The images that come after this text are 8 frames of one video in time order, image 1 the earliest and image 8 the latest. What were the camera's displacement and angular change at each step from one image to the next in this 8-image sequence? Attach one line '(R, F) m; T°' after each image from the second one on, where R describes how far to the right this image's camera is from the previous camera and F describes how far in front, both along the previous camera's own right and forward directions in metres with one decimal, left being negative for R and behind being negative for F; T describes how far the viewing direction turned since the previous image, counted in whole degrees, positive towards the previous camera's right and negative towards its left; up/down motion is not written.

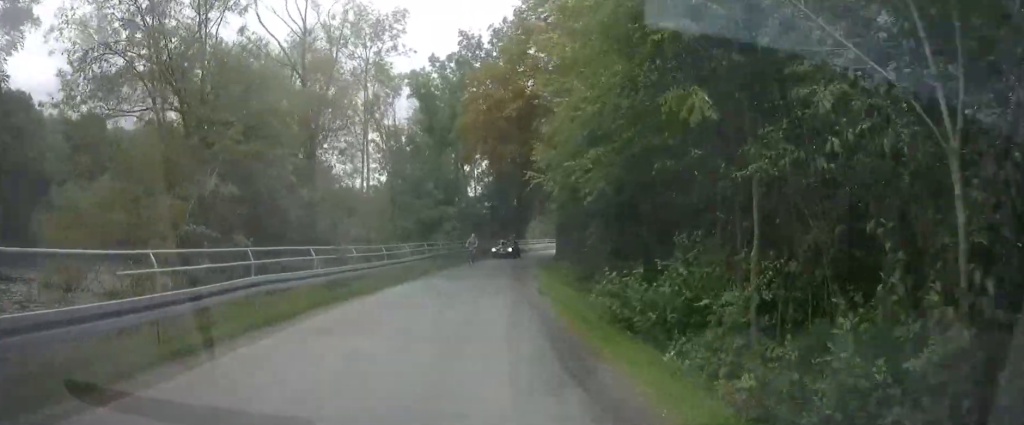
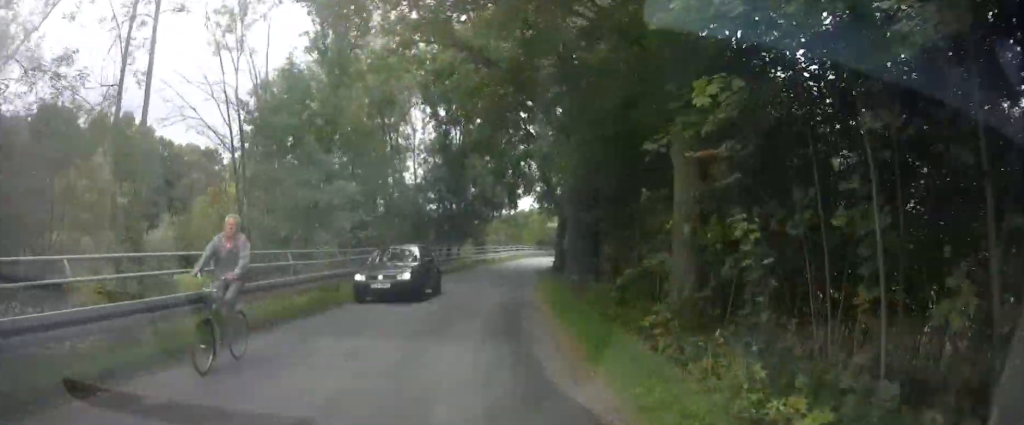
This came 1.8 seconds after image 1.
(+0.8, +20.5) m; +4°
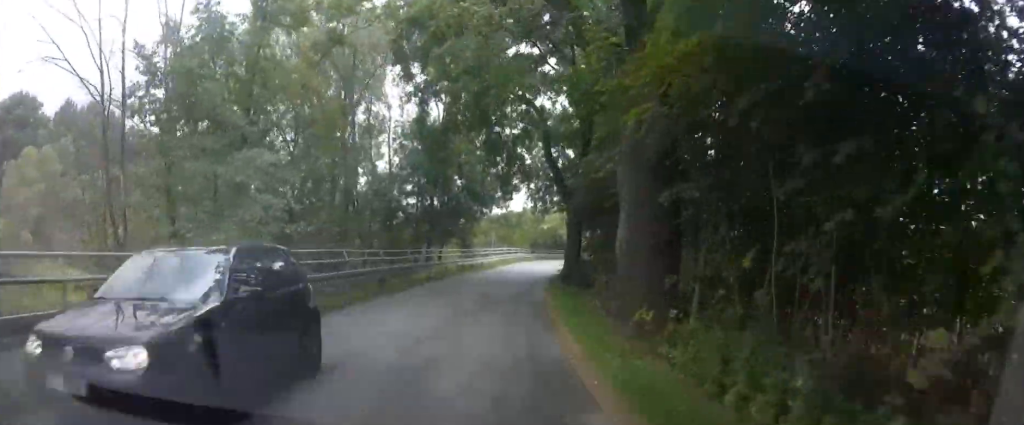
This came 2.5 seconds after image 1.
(+0.1, +7.8) m; +1°
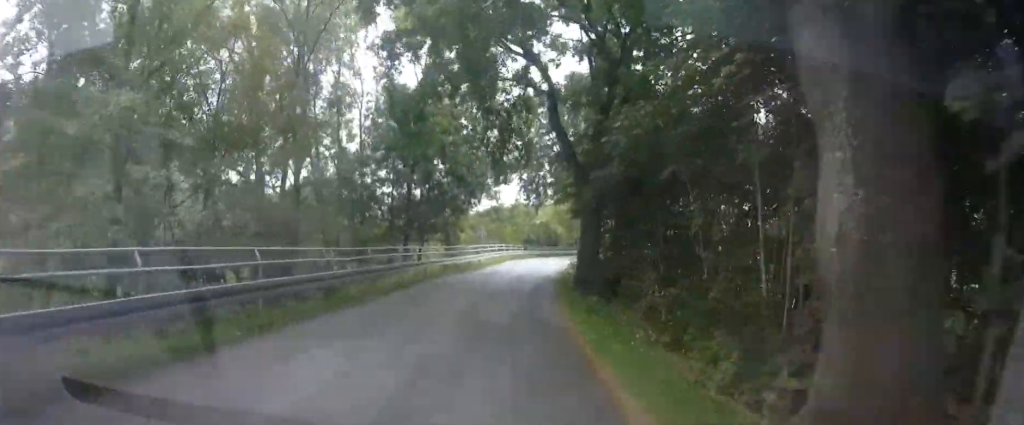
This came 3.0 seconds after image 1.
(0.0, +6.0) m; +1°
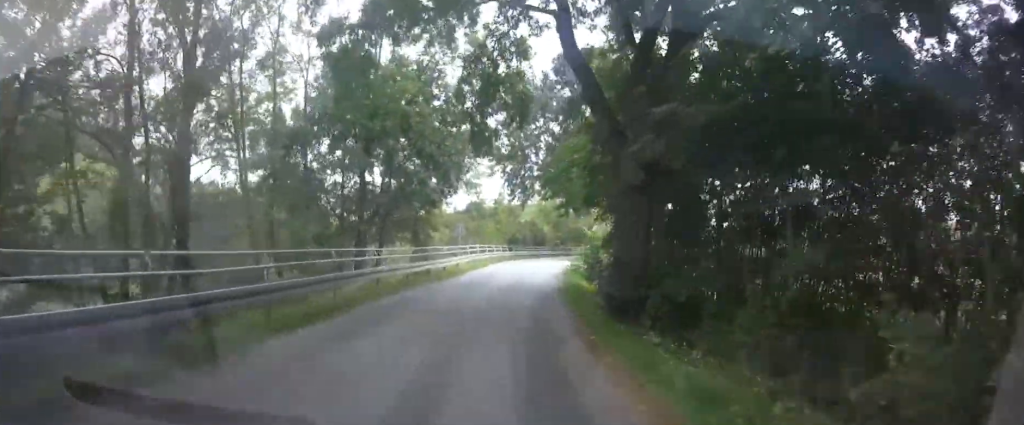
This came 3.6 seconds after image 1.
(+0.1, +7.3) m; +2°
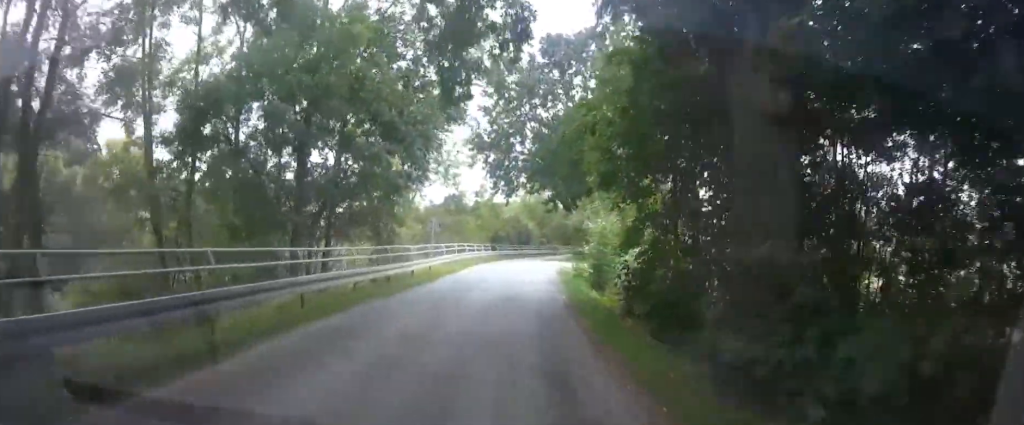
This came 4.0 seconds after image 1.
(+0.1, +5.8) m; +2°
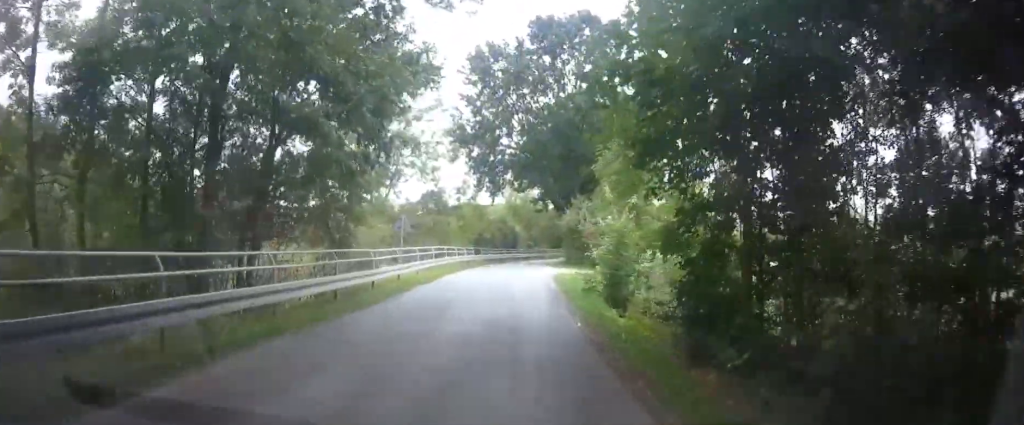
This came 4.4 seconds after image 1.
(+0.1, +5.1) m; +2°
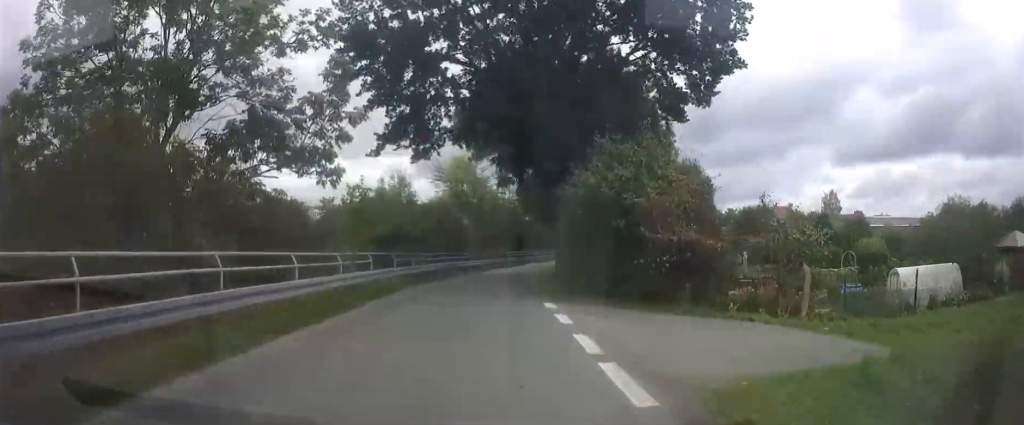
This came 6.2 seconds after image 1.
(+1.6, +24.3) m; +8°
